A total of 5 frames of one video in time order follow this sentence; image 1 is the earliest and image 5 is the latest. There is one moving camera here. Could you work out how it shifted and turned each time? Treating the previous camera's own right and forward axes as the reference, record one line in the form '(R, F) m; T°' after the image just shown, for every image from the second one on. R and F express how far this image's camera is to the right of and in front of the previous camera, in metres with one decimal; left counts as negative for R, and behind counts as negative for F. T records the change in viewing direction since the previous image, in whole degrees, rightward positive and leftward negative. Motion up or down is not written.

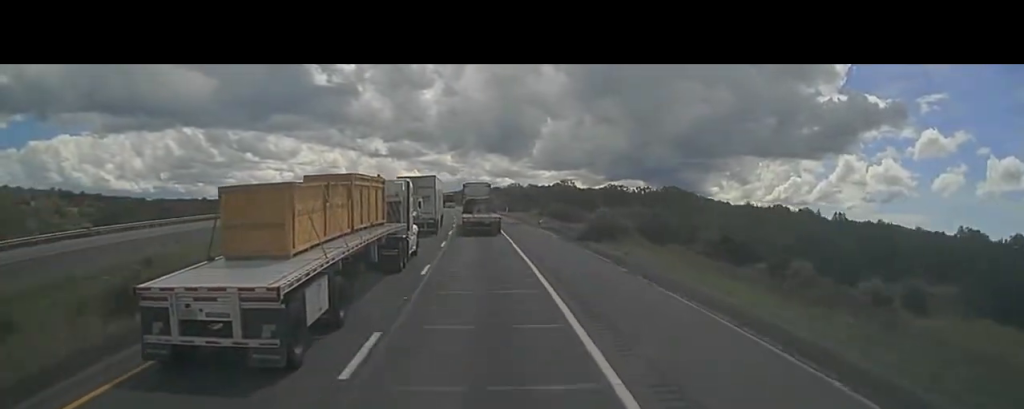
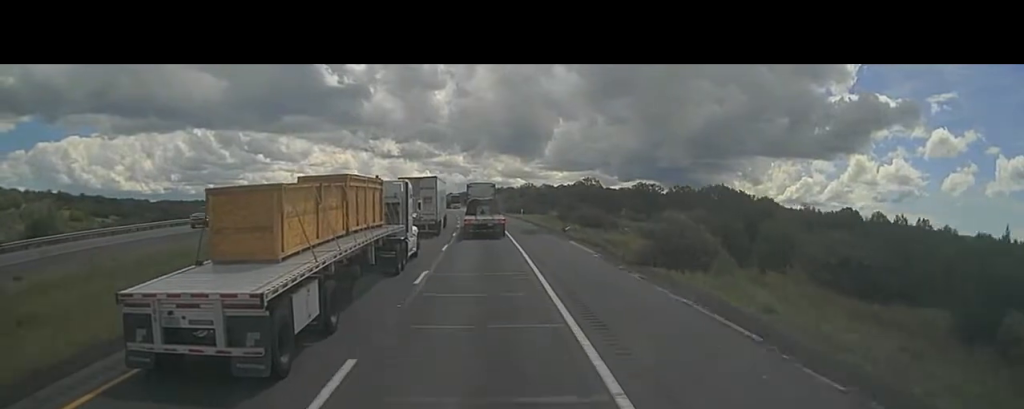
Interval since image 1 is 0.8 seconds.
(0.0, +14.0) m; 0°
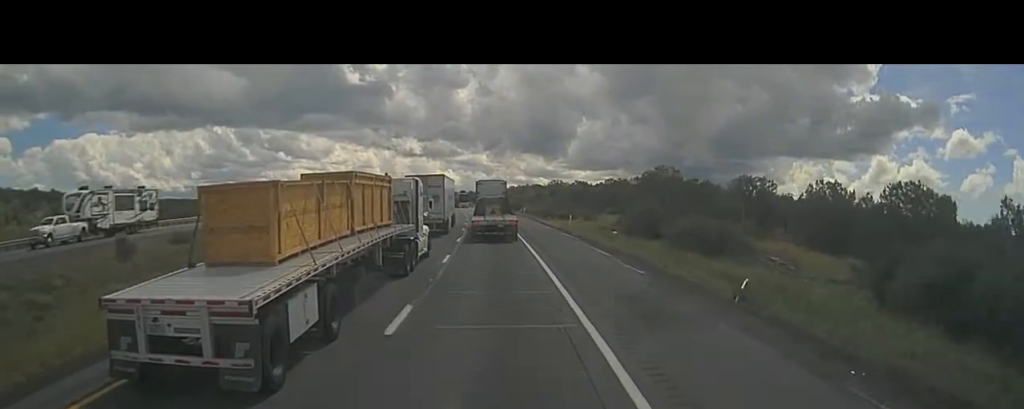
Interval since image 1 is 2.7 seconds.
(0.0, +32.4) m; -1°
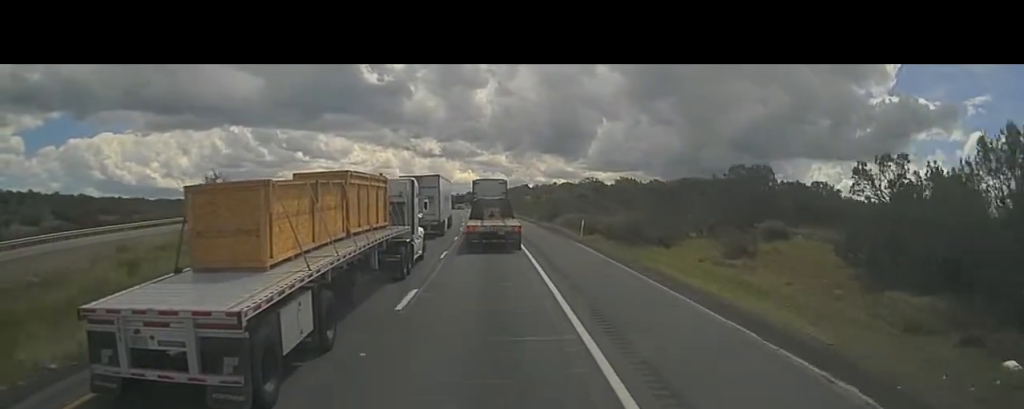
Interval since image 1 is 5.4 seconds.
(-1.5, +45.7) m; -2°
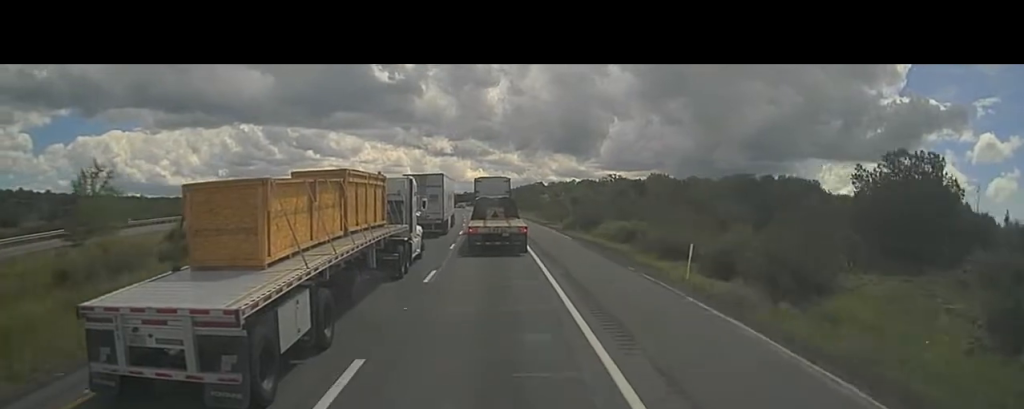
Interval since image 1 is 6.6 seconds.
(+0.1, +21.0) m; -1°
